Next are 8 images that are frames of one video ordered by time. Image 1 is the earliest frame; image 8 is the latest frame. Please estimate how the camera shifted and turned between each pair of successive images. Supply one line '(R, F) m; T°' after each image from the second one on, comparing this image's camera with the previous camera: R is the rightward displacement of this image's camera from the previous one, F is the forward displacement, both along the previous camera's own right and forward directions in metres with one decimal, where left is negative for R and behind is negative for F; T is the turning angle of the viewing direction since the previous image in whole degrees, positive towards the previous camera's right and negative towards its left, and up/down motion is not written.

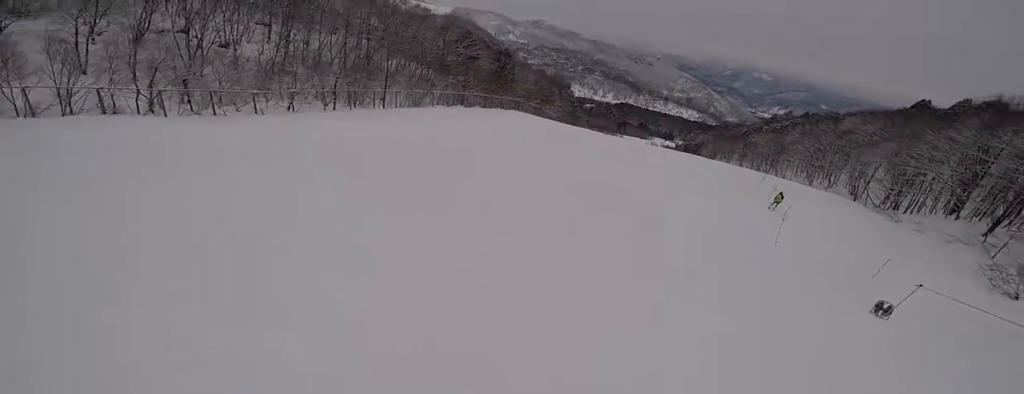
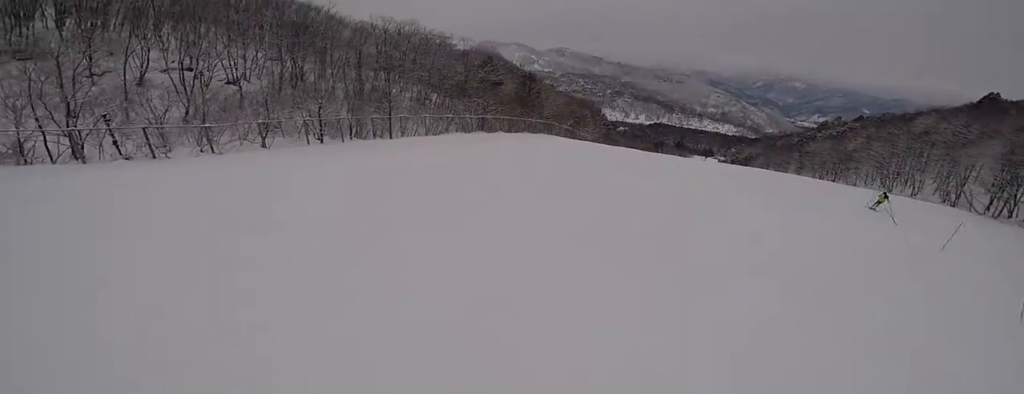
(-0.1, +6.7) m; +6°
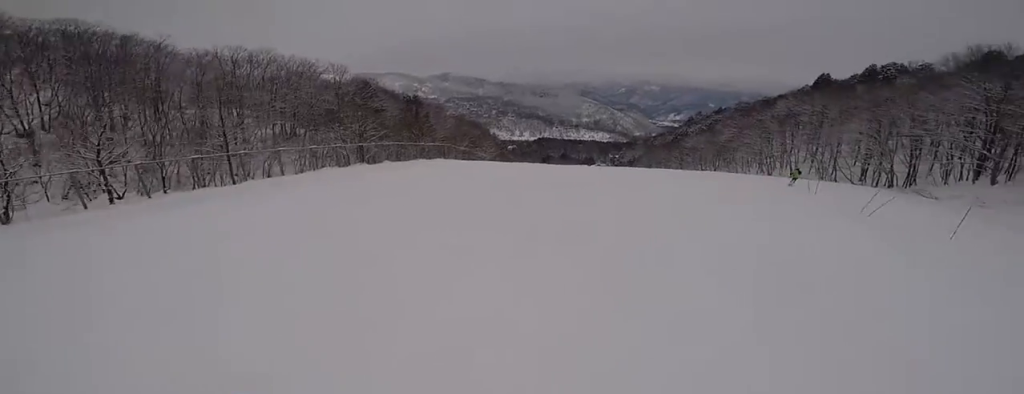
(+0.2, +5.8) m; +8°
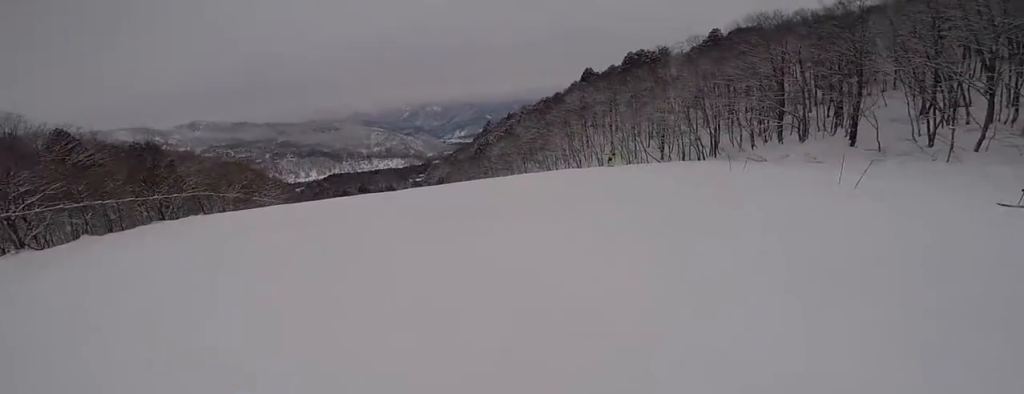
(+1.8, +9.4) m; +13°
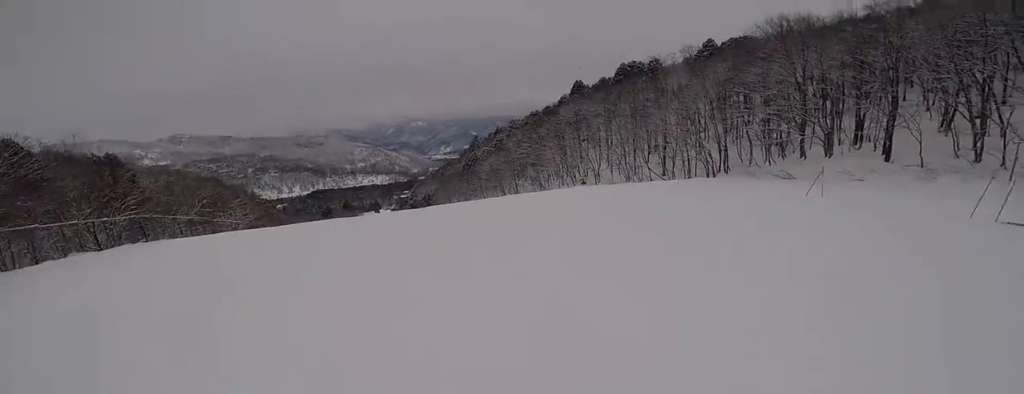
(+0.6, +4.9) m; 0°
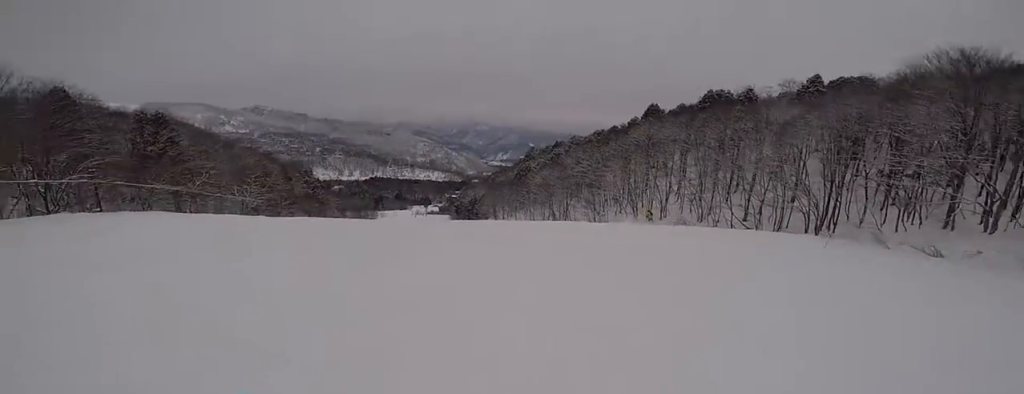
(-0.9, +7.4) m; -2°
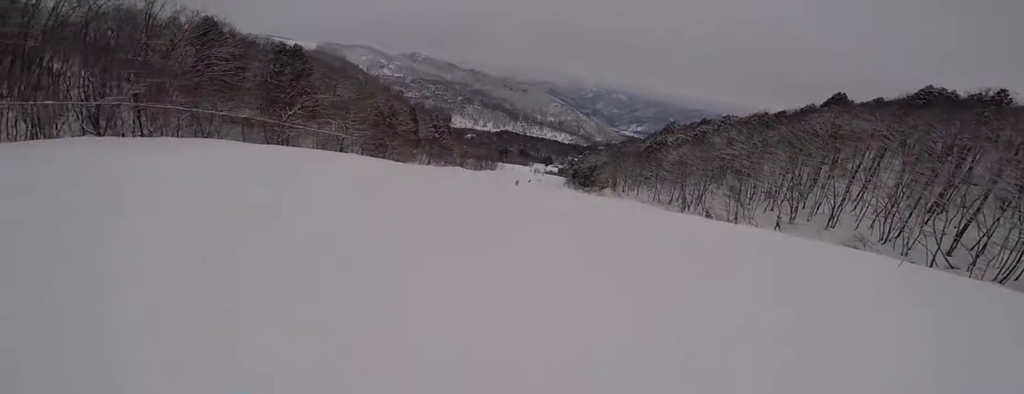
(+0.6, +6.5) m; -9°
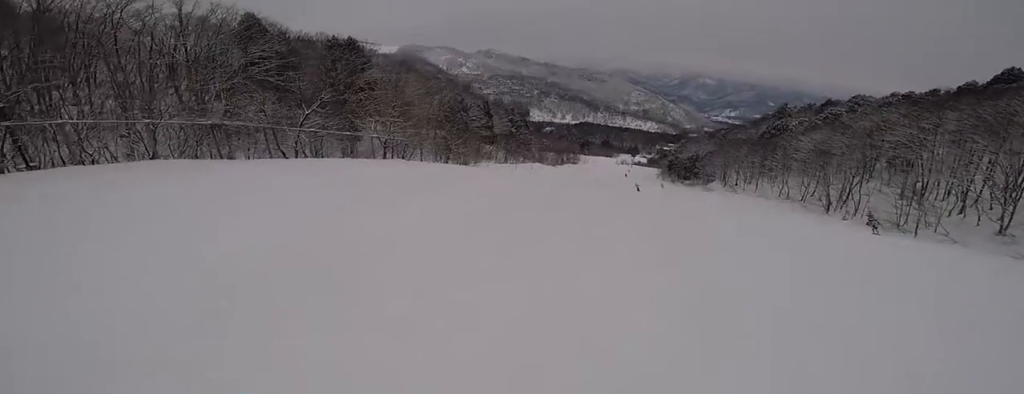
(-2.8, +9.8) m; -15°
